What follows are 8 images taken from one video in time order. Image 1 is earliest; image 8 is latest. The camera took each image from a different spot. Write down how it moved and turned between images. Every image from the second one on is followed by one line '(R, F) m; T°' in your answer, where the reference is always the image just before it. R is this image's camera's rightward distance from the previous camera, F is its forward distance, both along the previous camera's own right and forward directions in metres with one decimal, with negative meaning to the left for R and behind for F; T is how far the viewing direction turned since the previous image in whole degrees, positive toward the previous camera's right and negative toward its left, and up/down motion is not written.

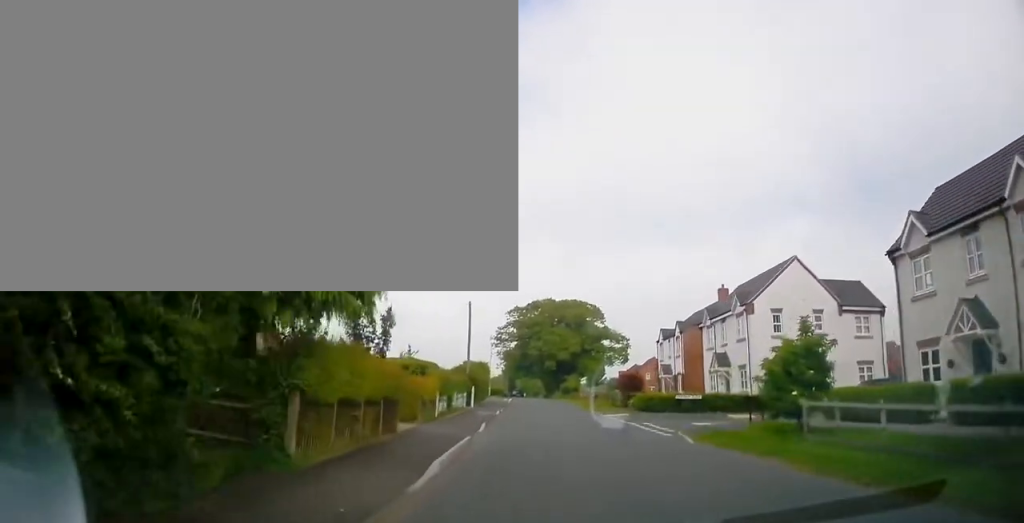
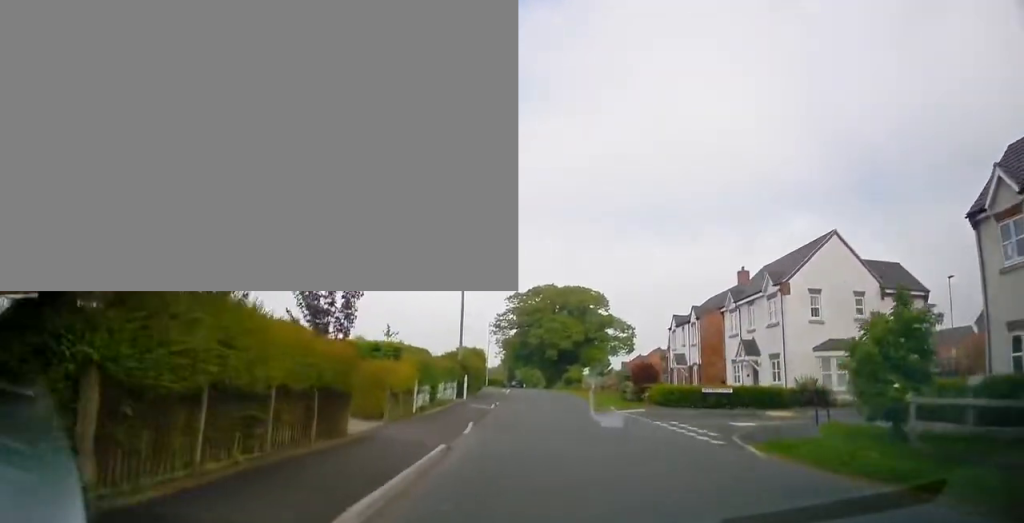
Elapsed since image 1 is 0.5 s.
(+0.1, +4.4) m; -1°
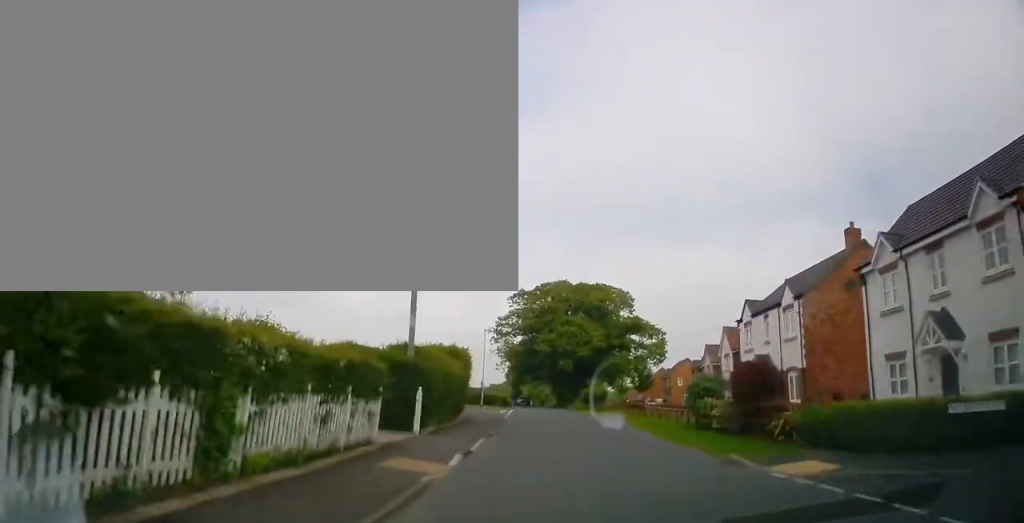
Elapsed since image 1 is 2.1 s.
(-0.6, +14.4) m; 0°
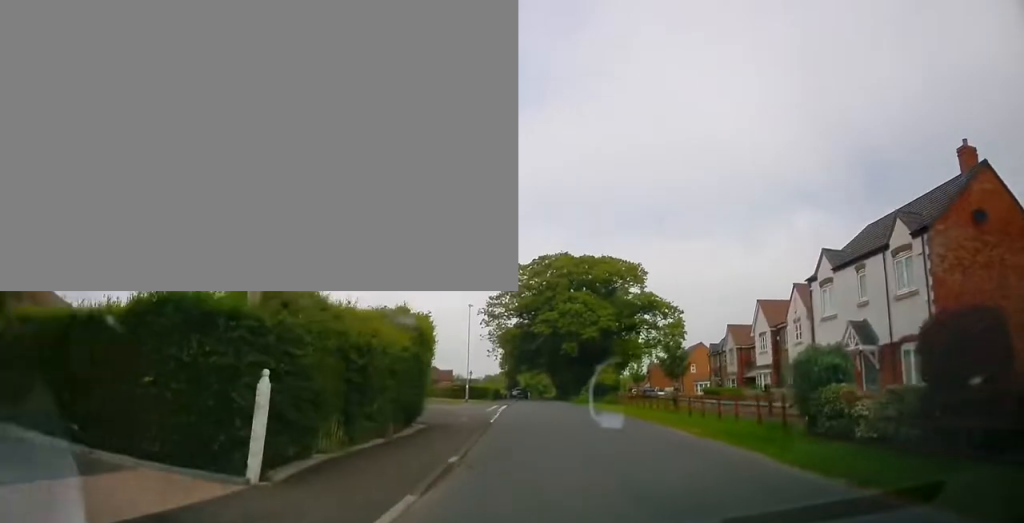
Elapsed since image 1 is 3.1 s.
(+0.1, +10.0) m; +1°
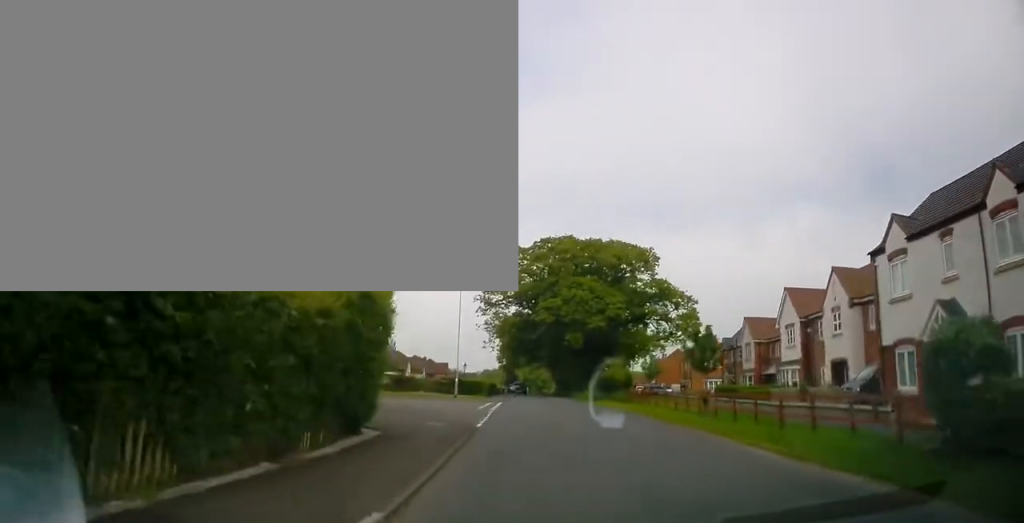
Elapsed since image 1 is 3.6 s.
(0.0, +5.3) m; +1°
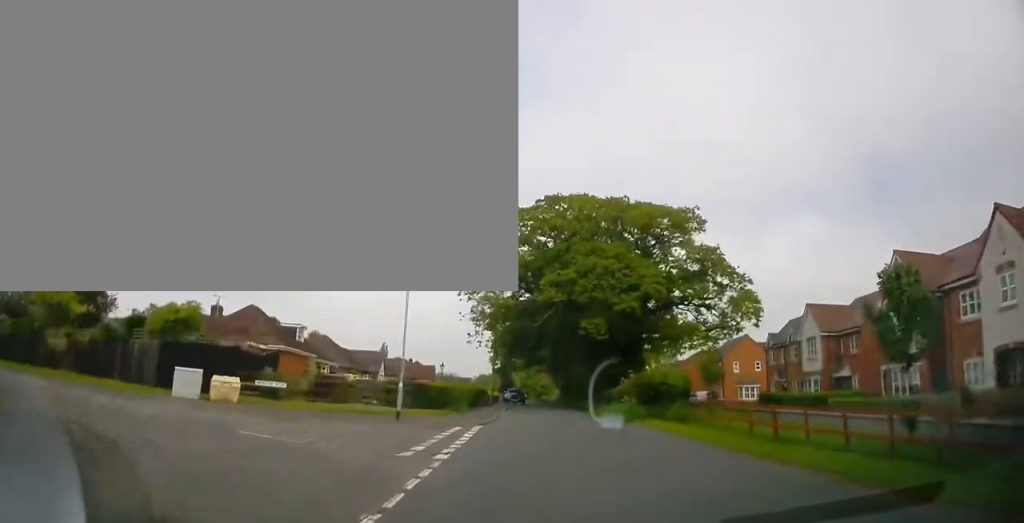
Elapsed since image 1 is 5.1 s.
(+0.6, +14.3) m; +2°
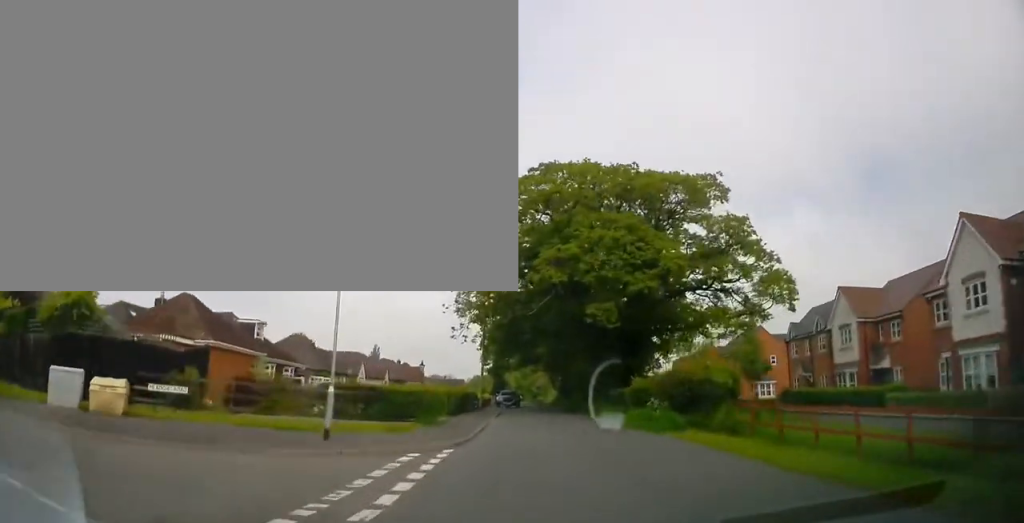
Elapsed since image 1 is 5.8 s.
(-0.1, +6.2) m; 0°
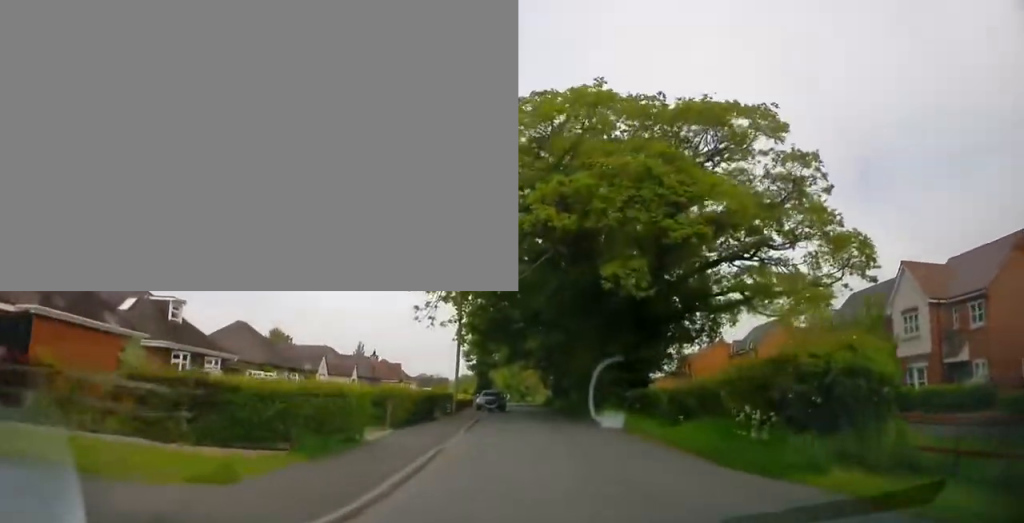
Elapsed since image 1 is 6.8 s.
(-0.3, +8.9) m; +5°
